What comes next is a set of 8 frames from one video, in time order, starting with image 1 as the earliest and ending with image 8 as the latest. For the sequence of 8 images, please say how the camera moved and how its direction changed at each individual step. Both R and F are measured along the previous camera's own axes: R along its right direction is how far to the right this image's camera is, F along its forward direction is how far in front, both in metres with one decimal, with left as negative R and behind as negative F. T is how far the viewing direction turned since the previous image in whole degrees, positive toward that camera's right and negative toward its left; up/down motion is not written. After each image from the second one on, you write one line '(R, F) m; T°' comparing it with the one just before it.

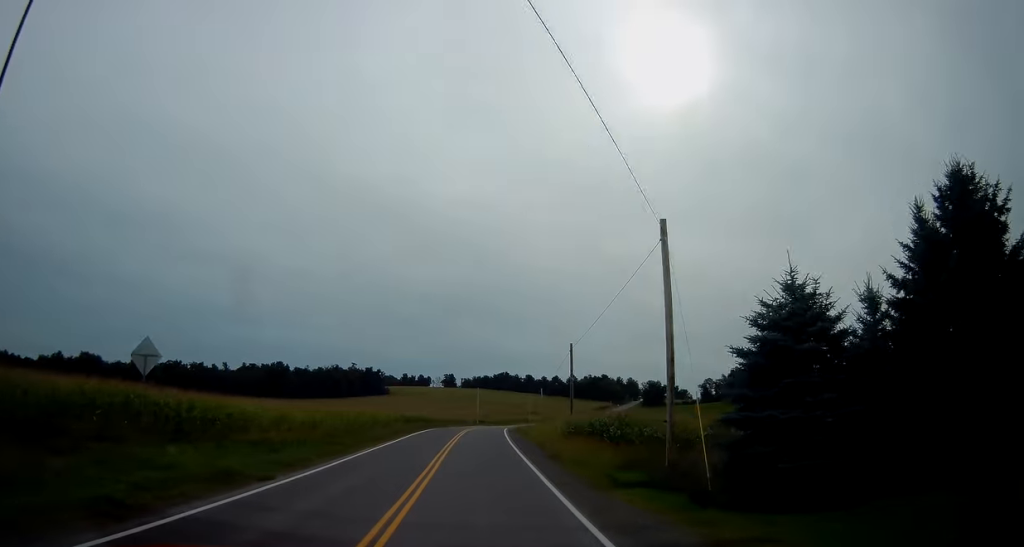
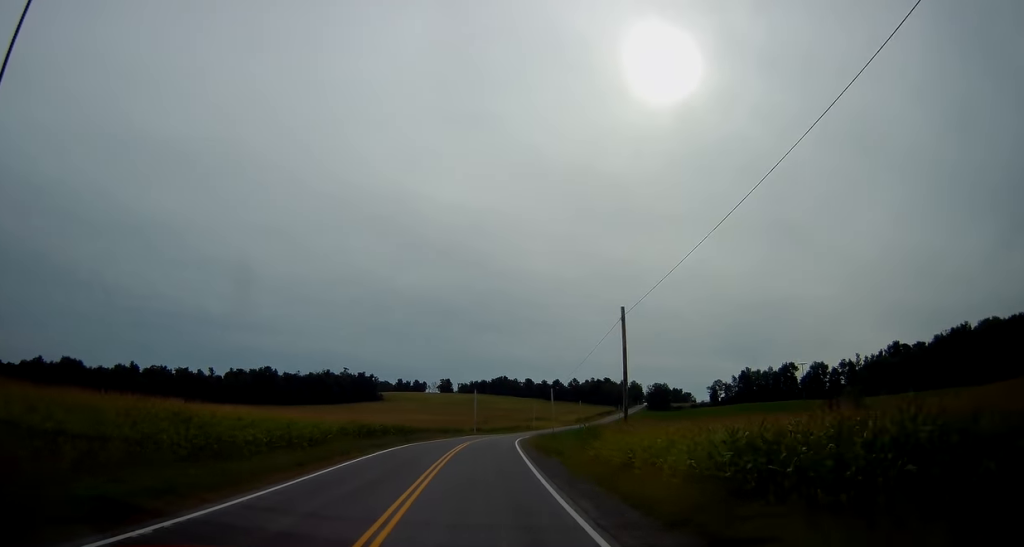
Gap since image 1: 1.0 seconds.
(+0.2, +19.4) m; 0°
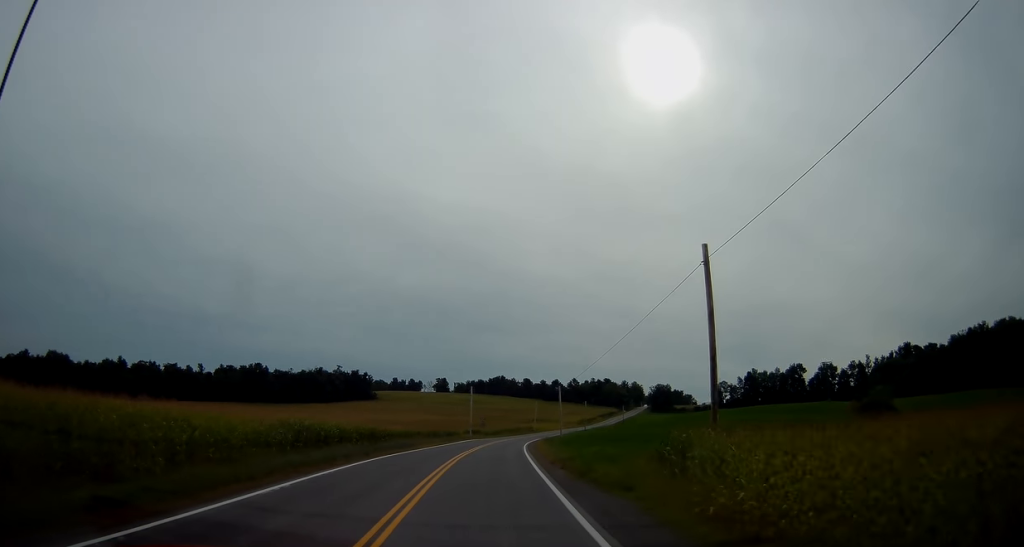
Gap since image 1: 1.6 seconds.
(-0.2, +12.5) m; 0°
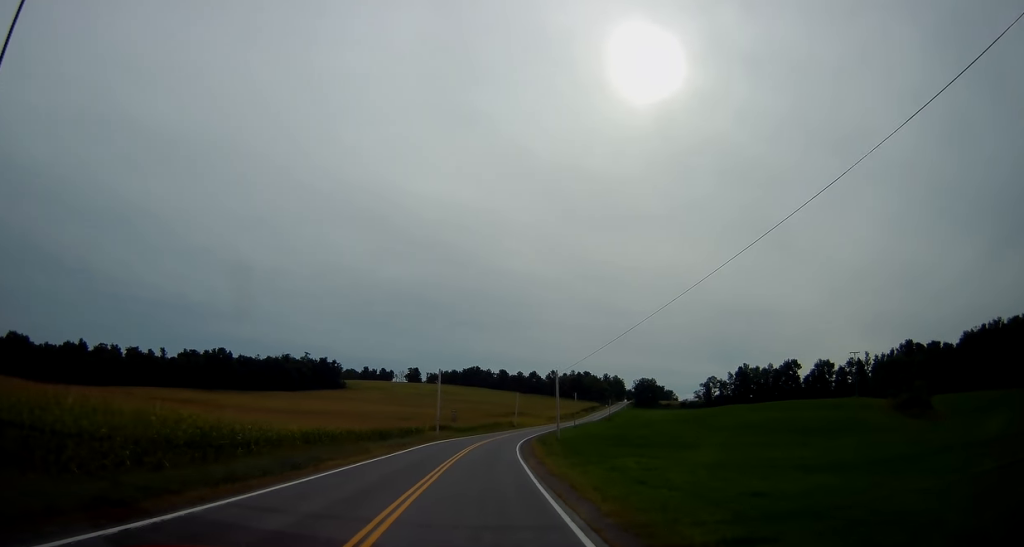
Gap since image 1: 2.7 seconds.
(+0.2, +20.9) m; +3°
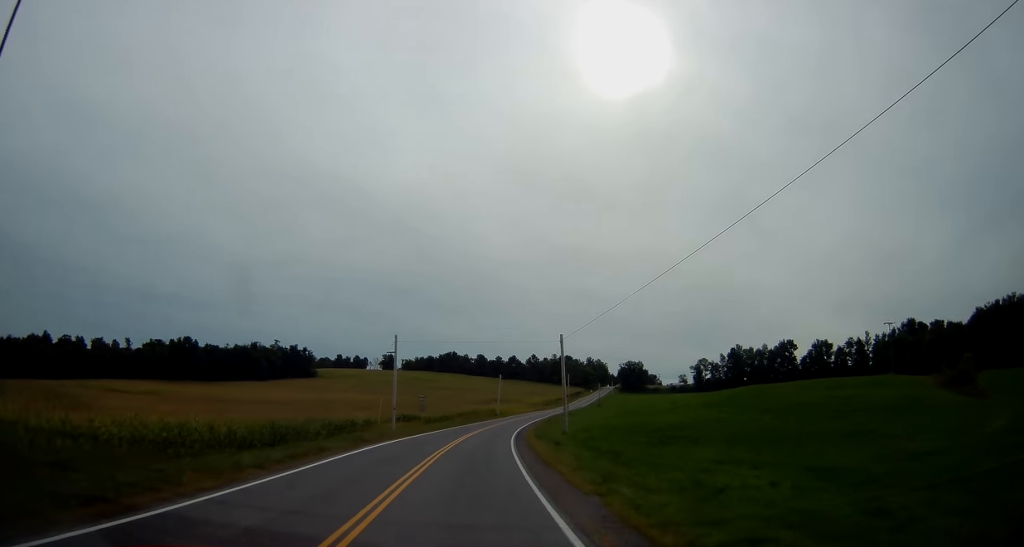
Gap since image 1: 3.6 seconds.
(+0.7, +18.6) m; +1°
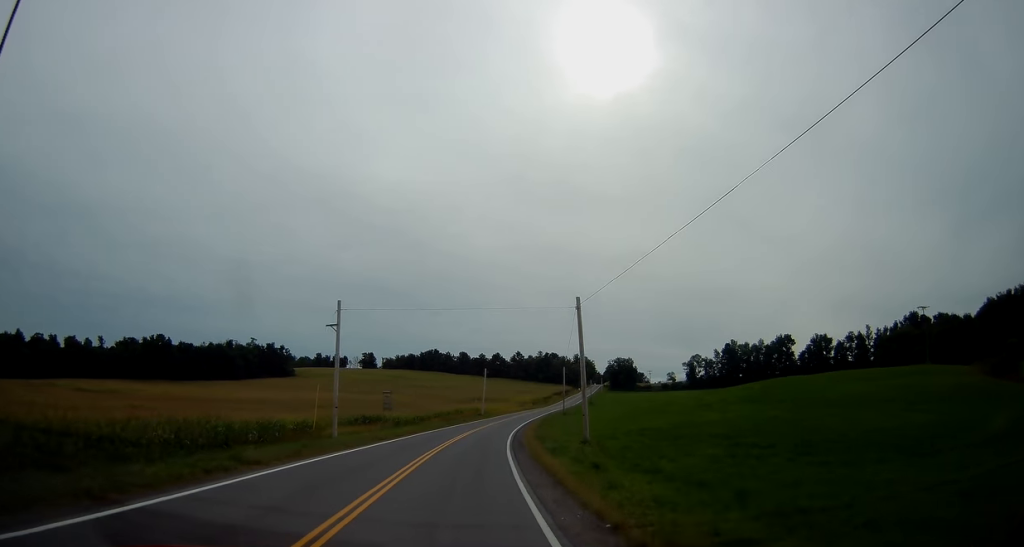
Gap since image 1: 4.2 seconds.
(-0.1, +14.0) m; +1°
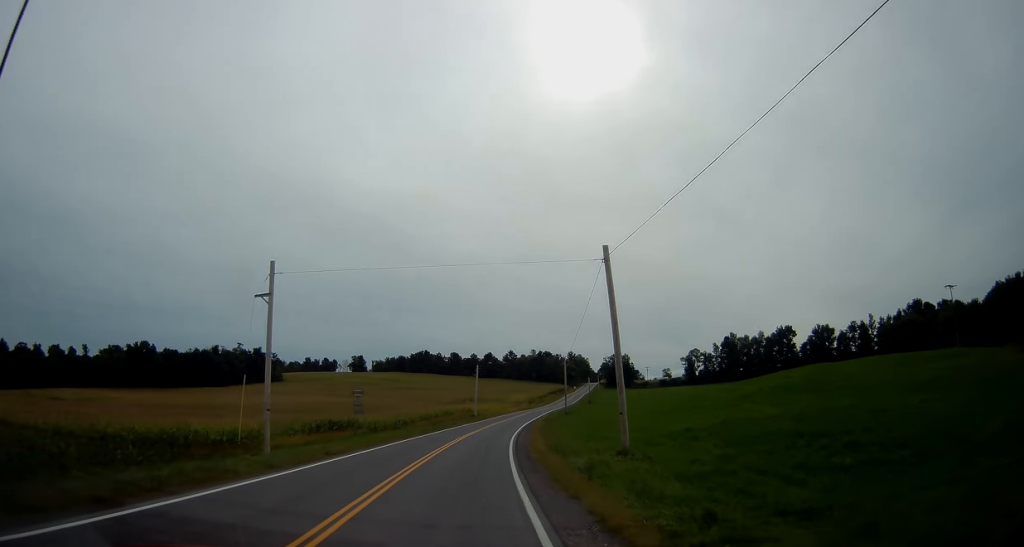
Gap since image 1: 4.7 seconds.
(-0.2, +9.1) m; +1°
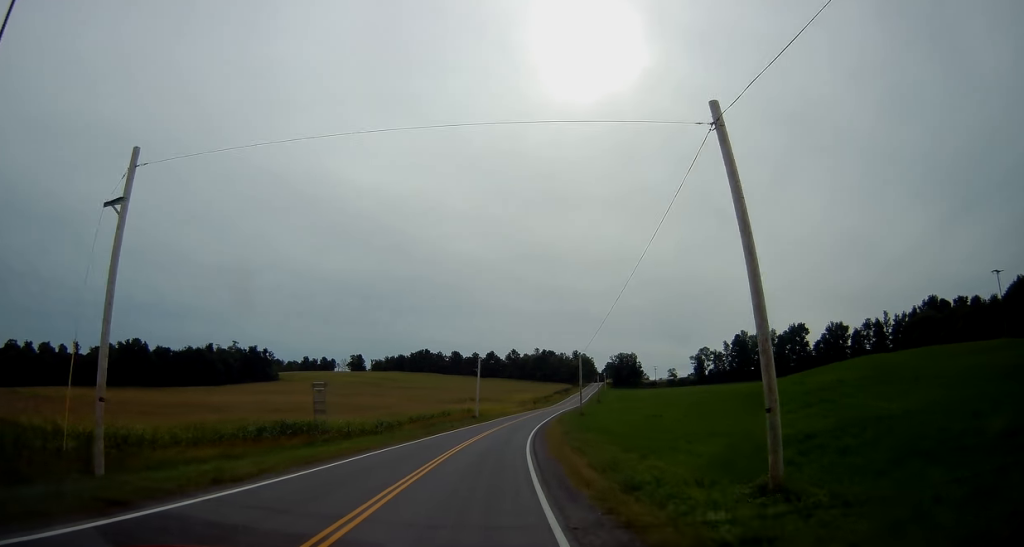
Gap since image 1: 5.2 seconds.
(+0.4, +10.8) m; +1°
